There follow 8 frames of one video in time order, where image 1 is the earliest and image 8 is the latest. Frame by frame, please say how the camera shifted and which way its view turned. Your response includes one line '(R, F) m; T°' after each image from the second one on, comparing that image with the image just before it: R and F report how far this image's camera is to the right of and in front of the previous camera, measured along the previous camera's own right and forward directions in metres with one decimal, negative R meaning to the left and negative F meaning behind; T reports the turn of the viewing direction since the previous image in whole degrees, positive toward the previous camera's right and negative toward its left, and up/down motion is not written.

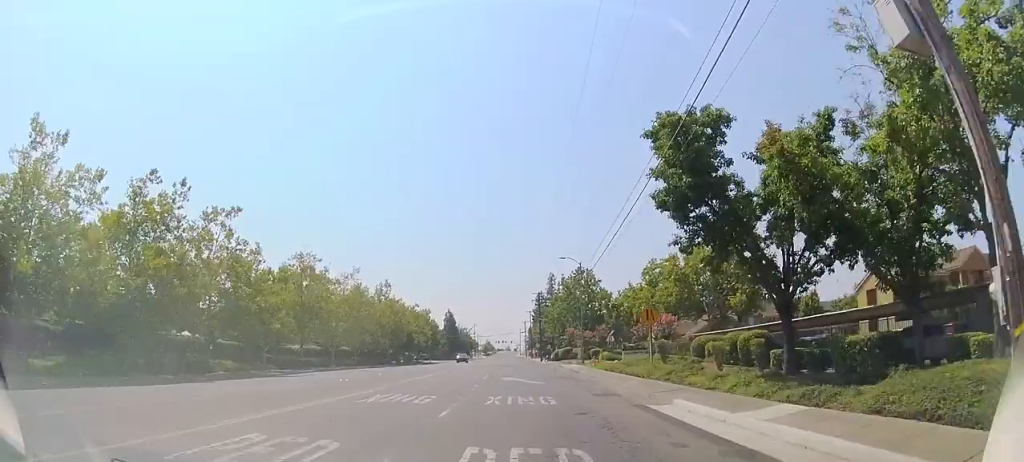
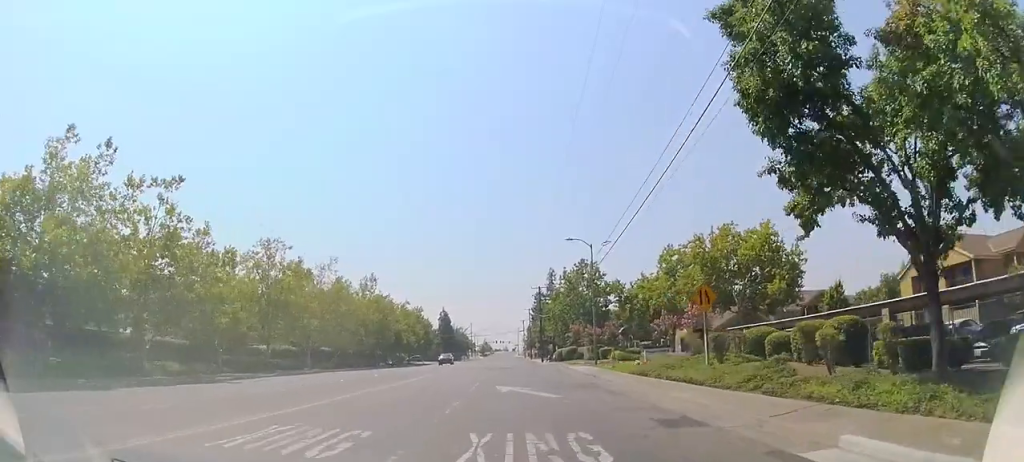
(0.0, +7.3) m; 0°
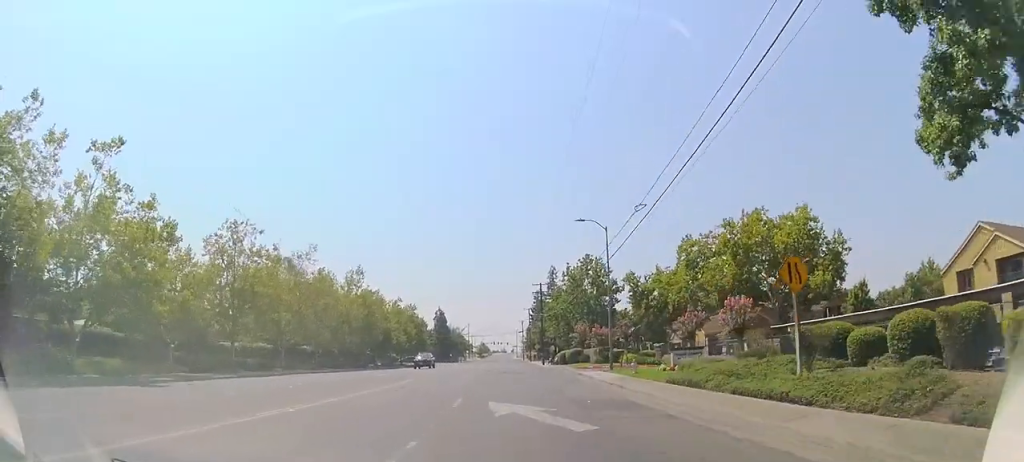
(0.0, +6.0) m; 0°
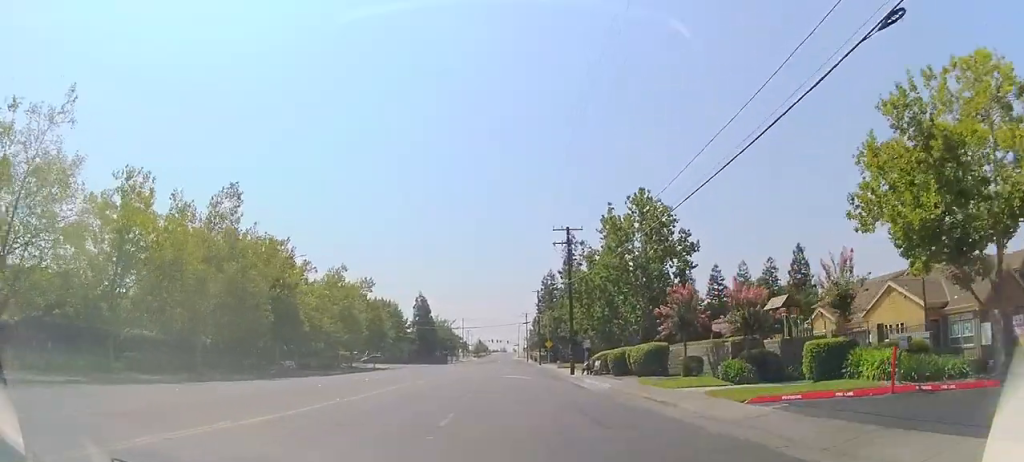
(0.0, +33.5) m; 0°
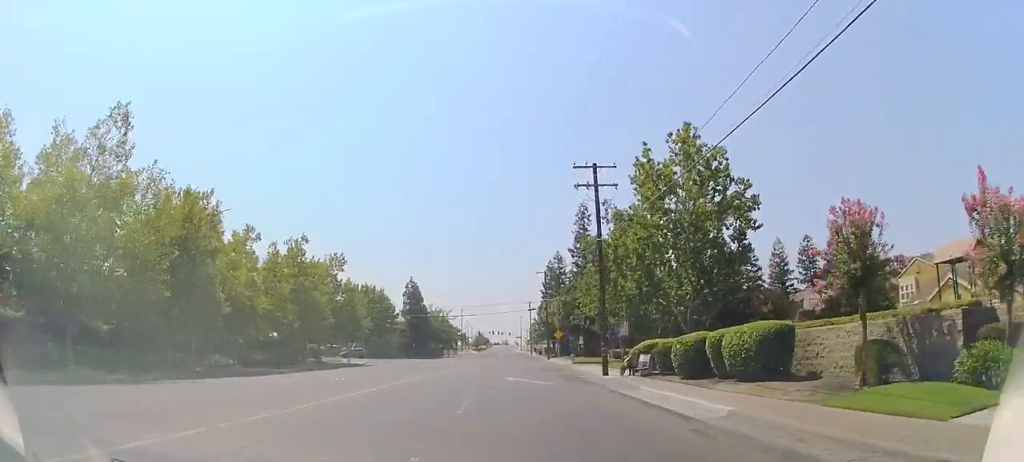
(0.0, +13.3) m; 0°
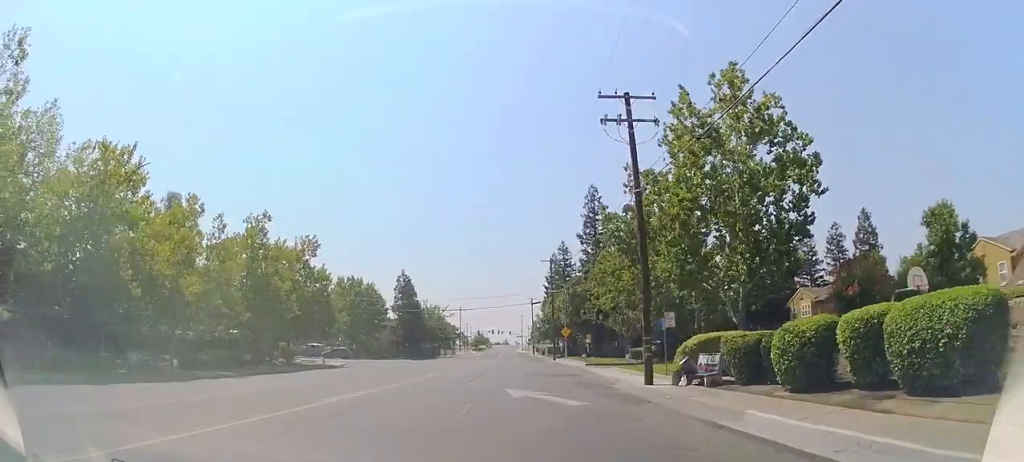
(0.0, +8.8) m; 0°
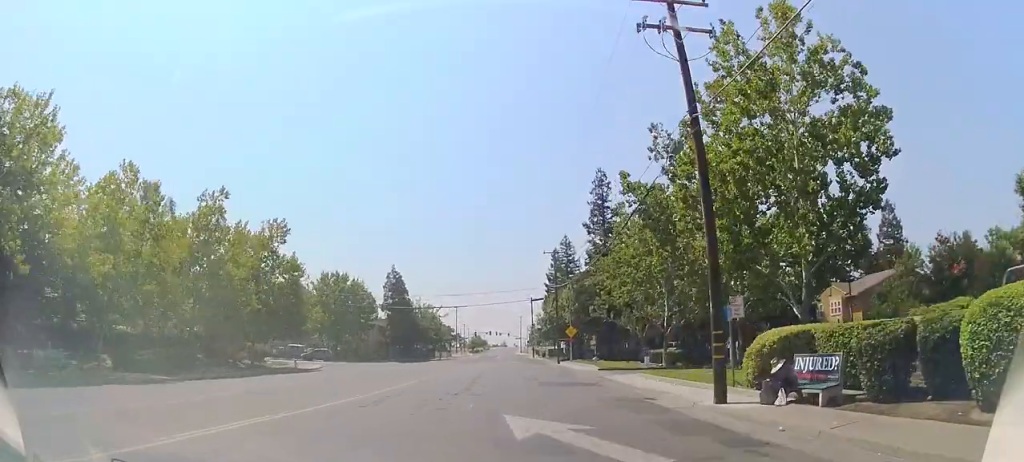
(0.0, +7.1) m; 0°
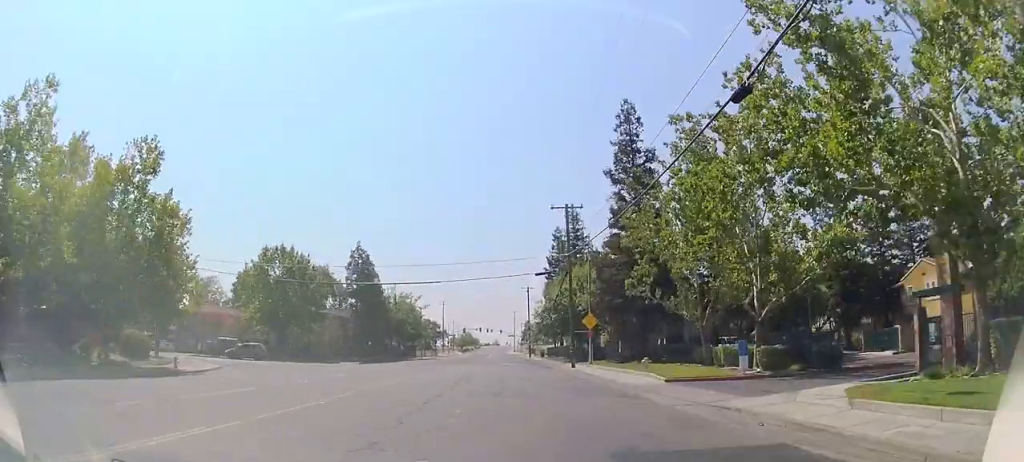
(0.0, +17.6) m; 0°
